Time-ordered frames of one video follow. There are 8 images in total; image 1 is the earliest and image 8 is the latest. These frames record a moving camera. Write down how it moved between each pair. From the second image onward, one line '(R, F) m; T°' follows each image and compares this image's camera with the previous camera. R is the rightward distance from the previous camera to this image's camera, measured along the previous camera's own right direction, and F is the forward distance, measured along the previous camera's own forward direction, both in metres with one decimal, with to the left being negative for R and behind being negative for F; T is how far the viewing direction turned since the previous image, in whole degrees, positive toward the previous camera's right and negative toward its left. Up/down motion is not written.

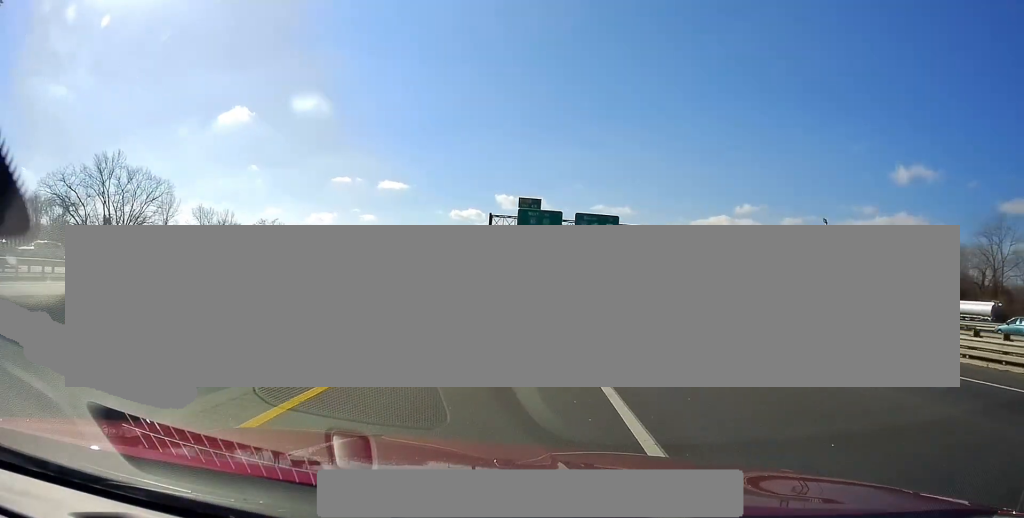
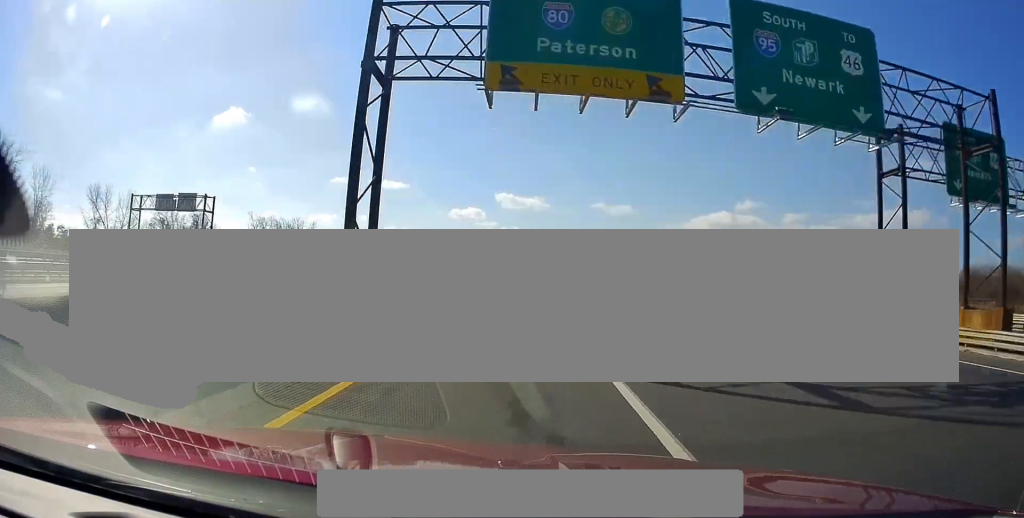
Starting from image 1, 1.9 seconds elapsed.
(+0.7, +58.7) m; +1°
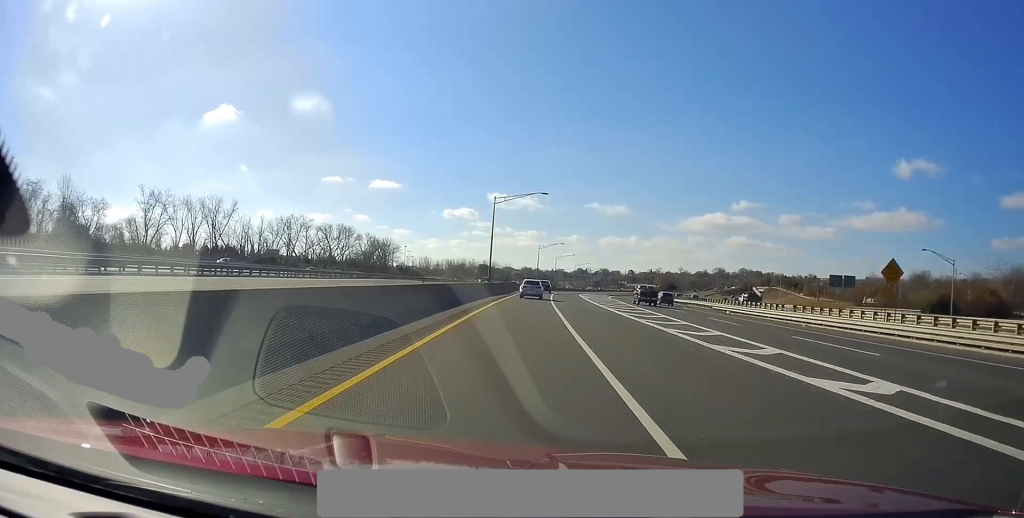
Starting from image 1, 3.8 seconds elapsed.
(-0.6, +58.0) m; -1°
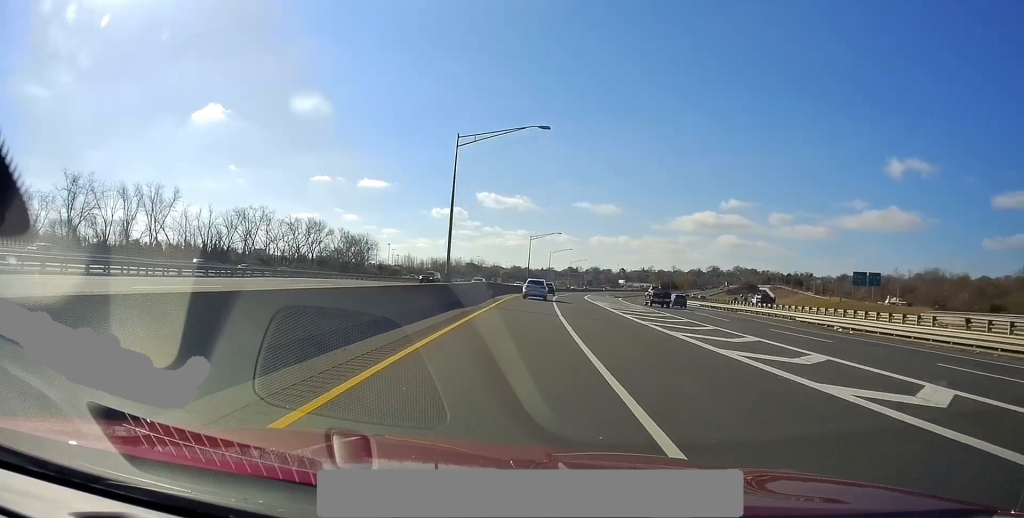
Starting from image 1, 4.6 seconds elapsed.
(+0.1, +25.1) m; +1°
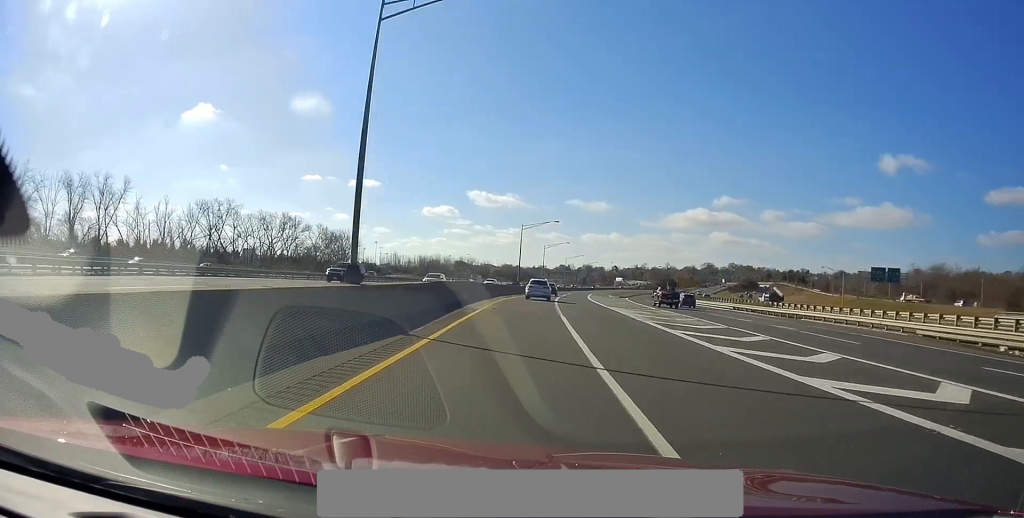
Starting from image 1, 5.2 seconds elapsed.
(+0.3, +17.1) m; +1°
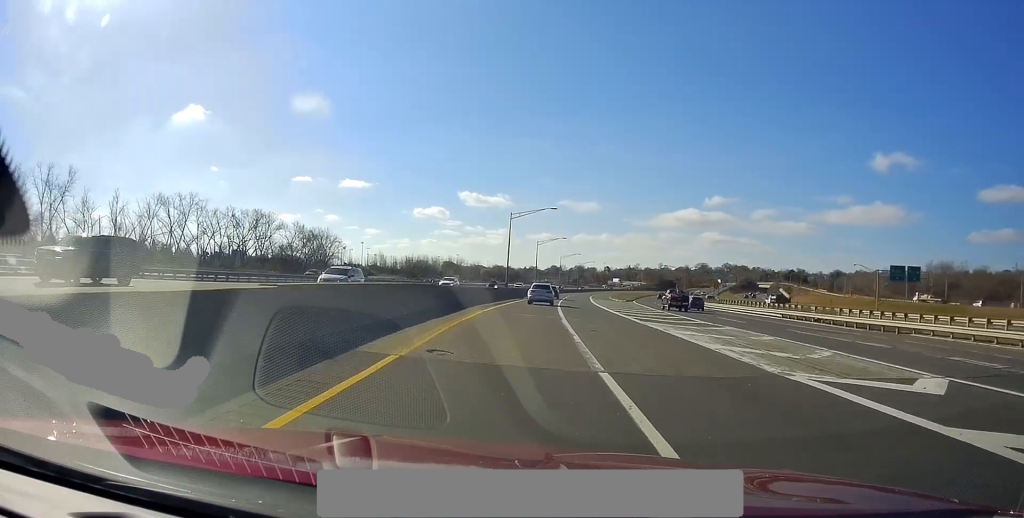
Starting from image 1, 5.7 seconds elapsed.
(+0.1, +16.0) m; +1°
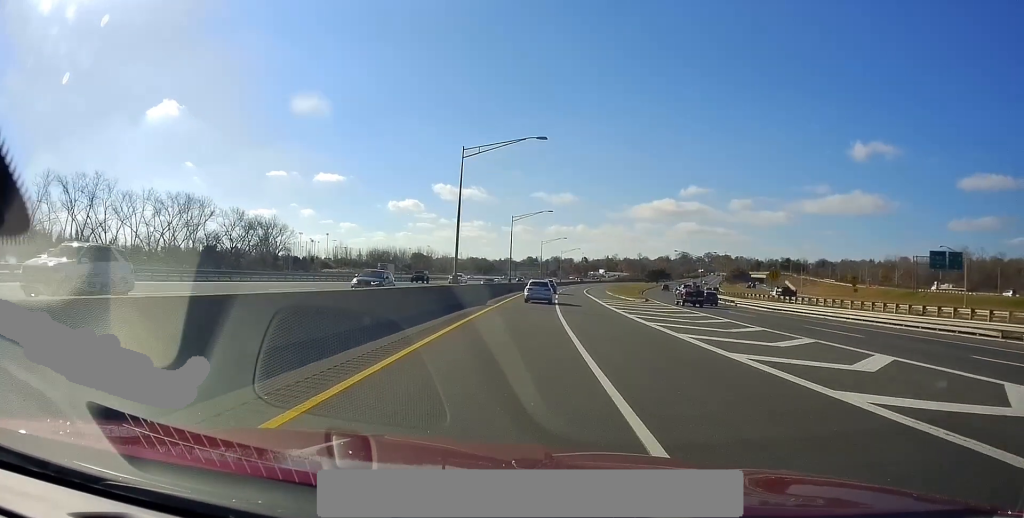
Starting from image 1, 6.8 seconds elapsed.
(+0.2, +30.8) m; +1°
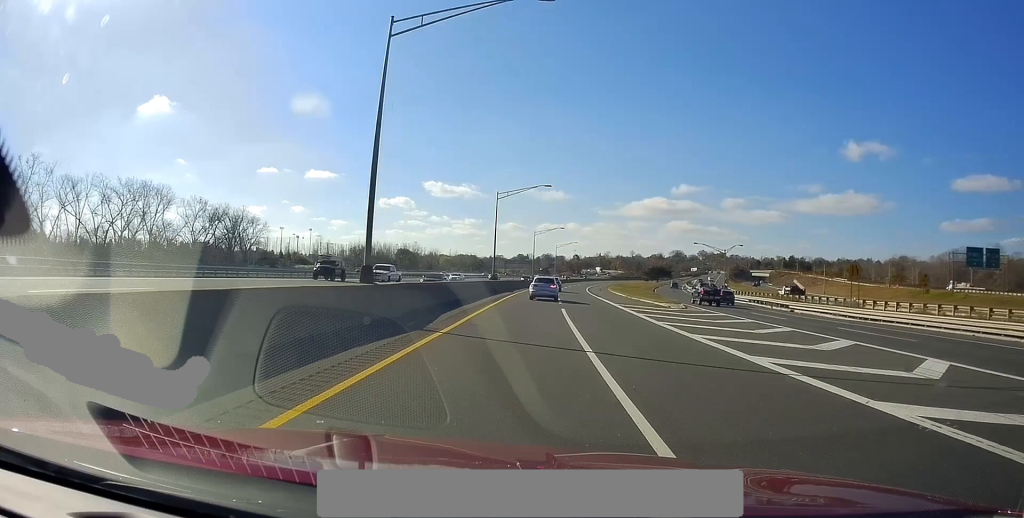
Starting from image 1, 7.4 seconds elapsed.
(0.0, +18.8) m; +1°
